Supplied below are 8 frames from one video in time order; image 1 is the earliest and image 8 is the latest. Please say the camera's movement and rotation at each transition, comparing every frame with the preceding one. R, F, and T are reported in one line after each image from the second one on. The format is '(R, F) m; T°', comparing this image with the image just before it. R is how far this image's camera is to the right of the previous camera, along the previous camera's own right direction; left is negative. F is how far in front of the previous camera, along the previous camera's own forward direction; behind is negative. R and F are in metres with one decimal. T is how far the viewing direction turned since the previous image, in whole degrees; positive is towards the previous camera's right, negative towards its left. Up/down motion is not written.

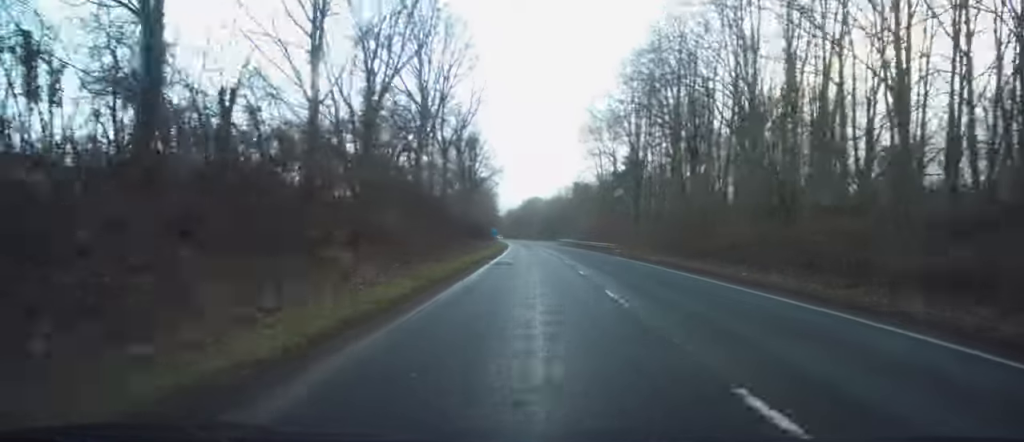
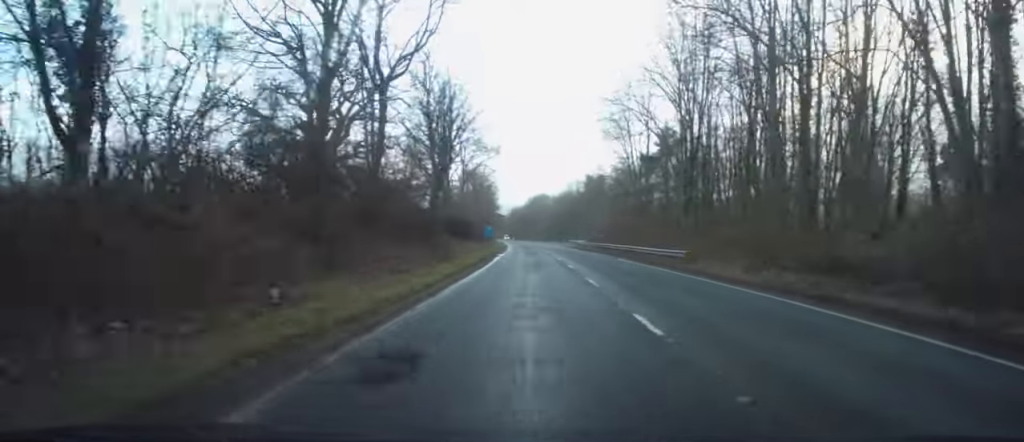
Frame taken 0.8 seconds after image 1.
(-0.2, +21.5) m; -1°
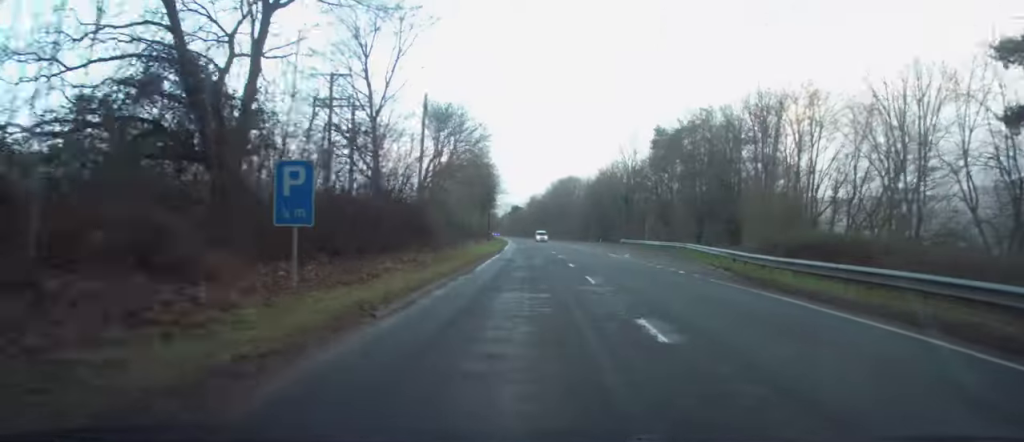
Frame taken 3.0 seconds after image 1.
(-1.3, +63.4) m; -2°
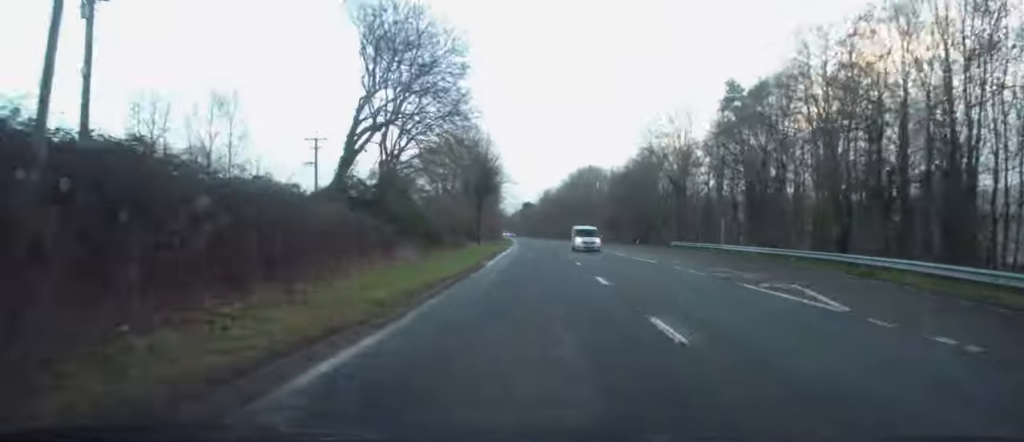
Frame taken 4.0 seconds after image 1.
(-0.4, +27.5) m; -1°
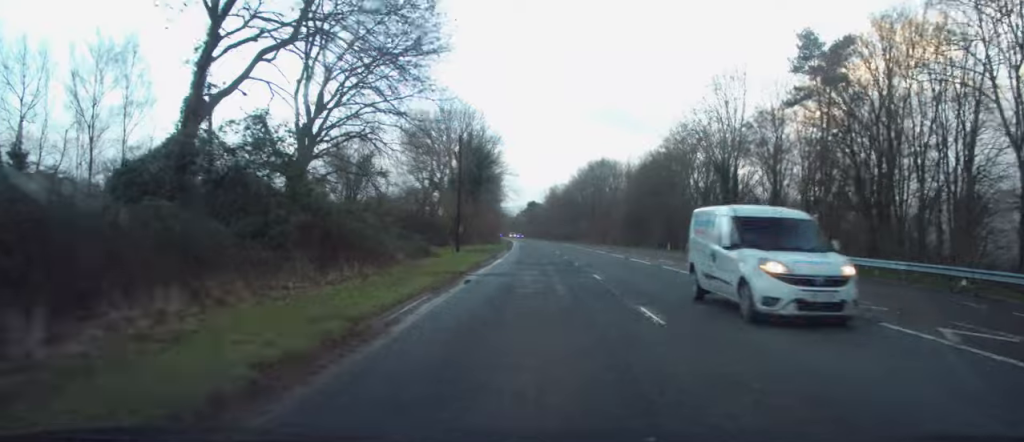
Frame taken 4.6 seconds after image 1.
(-0.1, +16.2) m; -1°
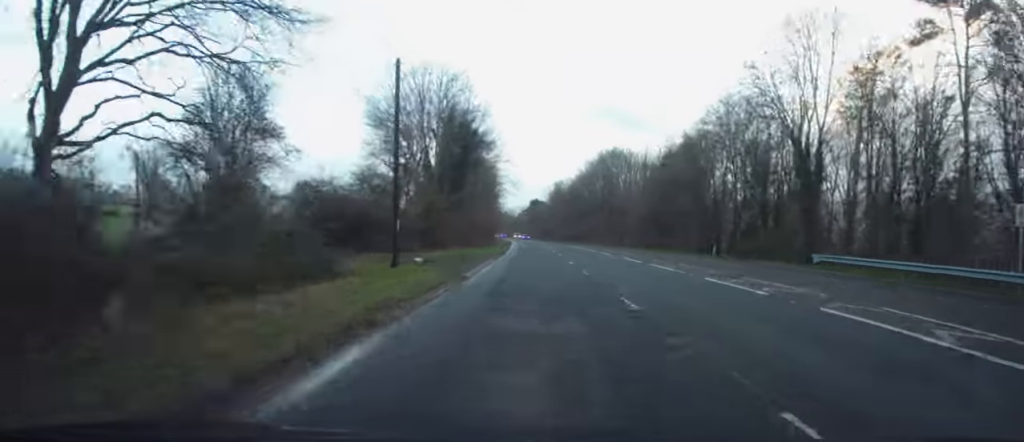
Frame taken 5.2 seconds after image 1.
(0.0, +16.0) m; 0°
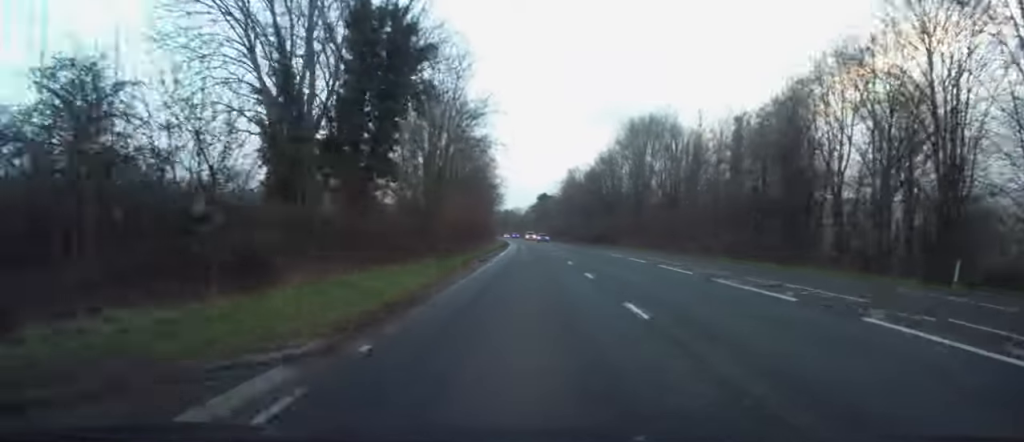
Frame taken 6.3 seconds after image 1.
(-0.2, +28.8) m; -1°
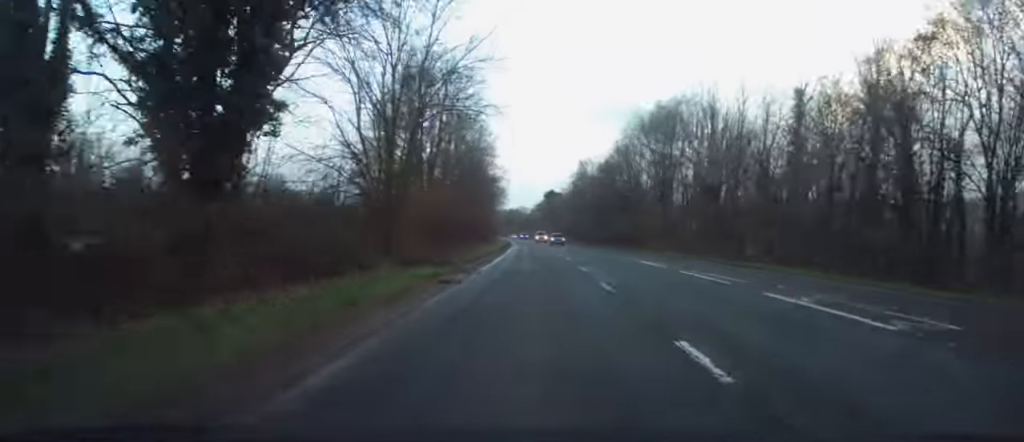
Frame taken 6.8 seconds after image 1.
(0.0, +12.9) m; 0°
